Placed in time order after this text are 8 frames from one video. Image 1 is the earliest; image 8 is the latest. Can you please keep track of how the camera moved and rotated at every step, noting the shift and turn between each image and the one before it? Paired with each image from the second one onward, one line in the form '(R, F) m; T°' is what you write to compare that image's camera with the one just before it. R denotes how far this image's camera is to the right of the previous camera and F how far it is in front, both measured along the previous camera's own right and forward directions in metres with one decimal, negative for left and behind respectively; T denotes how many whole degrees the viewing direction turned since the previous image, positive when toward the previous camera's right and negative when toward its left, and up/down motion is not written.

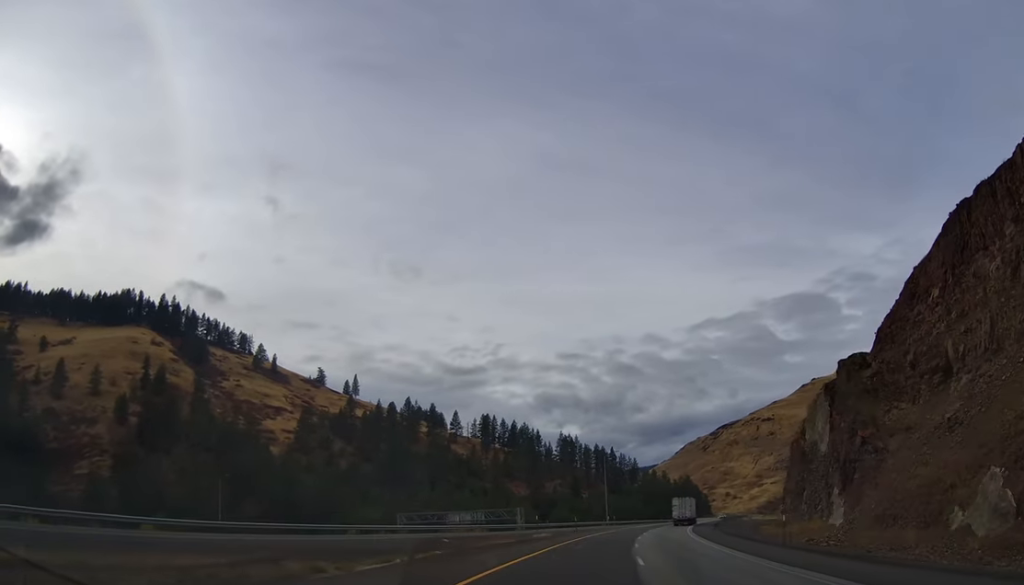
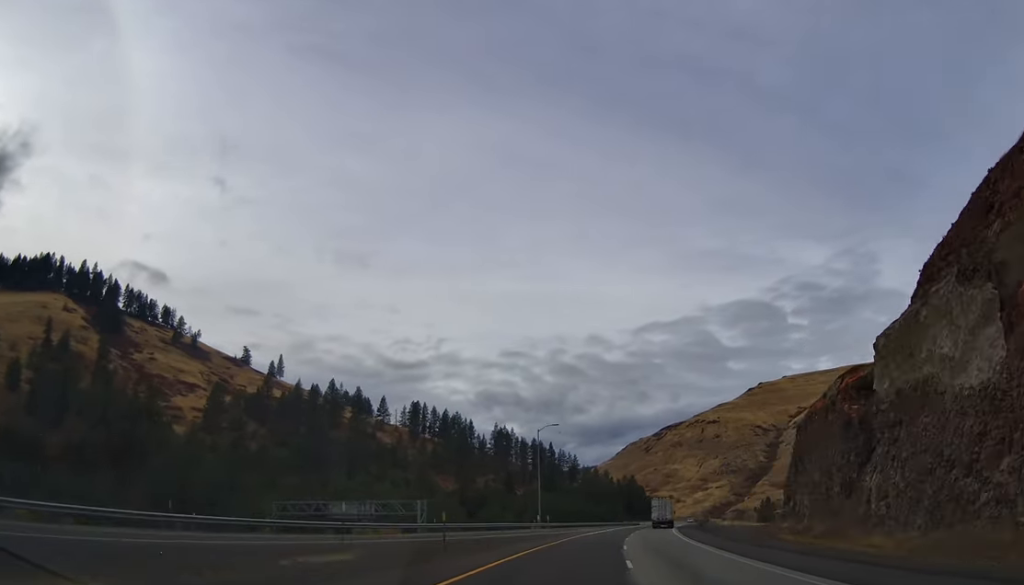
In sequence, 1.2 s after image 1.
(+1.8, +36.0) m; +5°
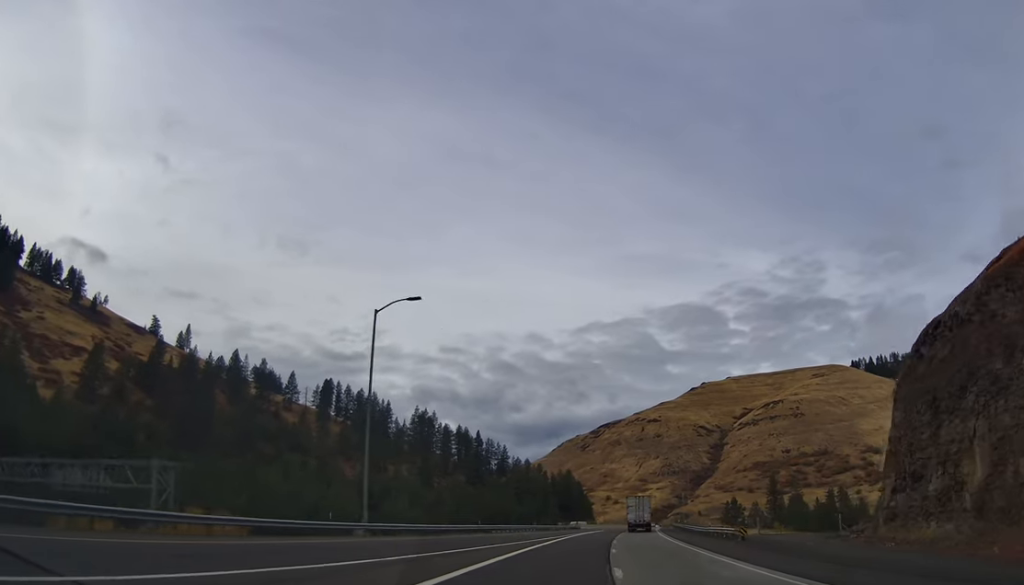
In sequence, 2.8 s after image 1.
(+3.2, +49.2) m; +7°
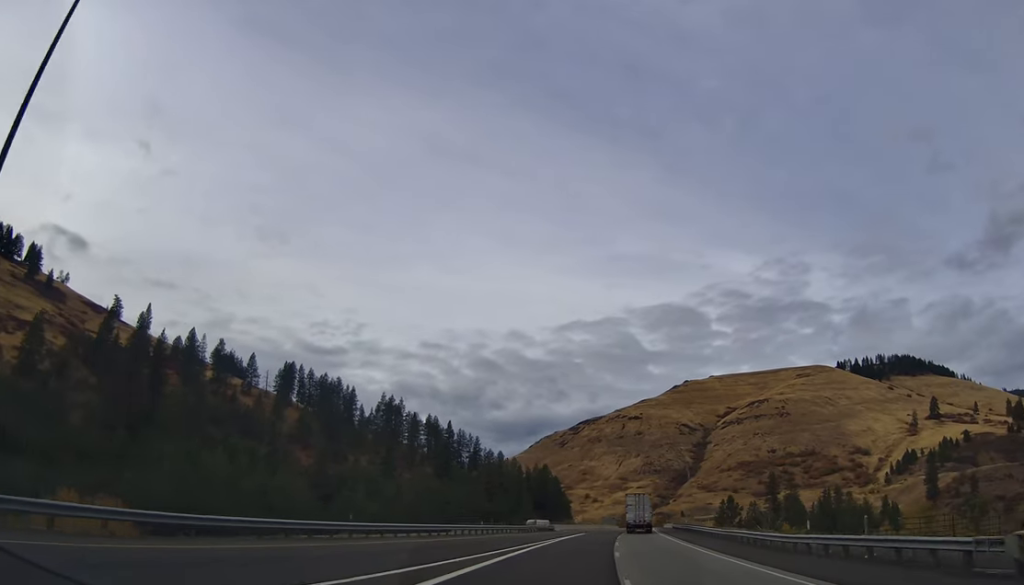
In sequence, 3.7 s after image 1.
(+0.9, +26.6) m; +3°
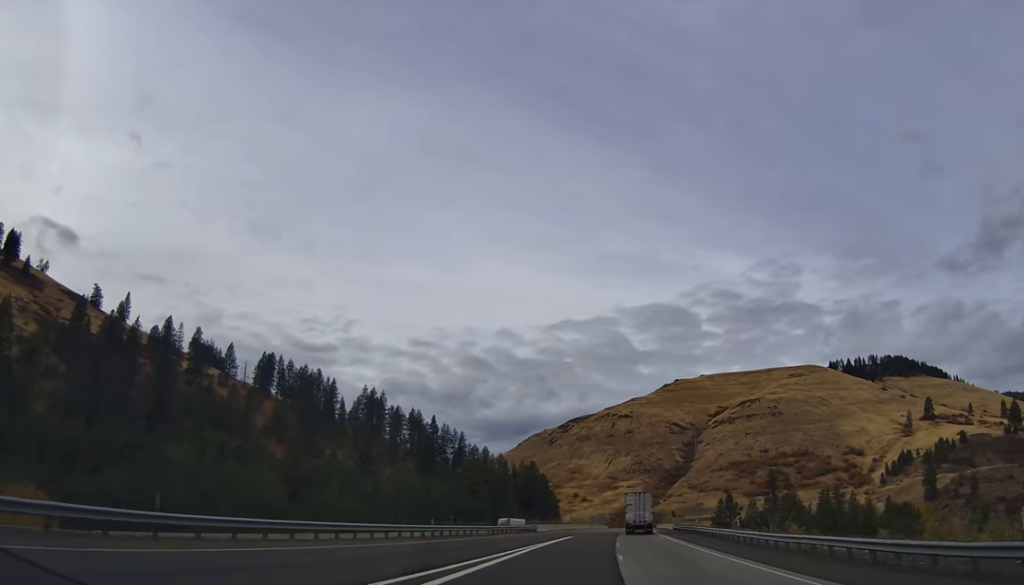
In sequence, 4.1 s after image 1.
(+0.2, +13.5) m; +1°
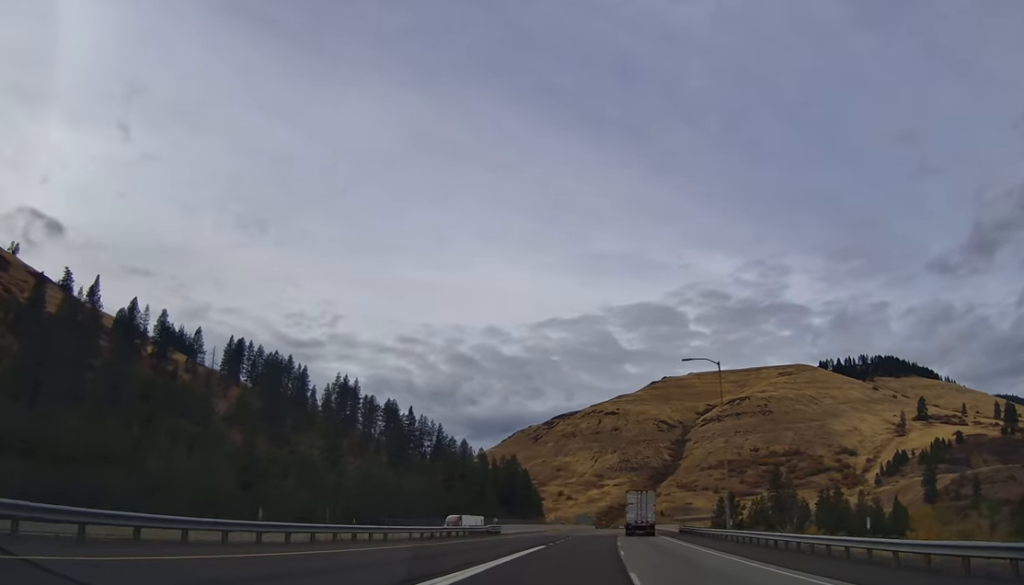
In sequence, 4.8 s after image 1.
(+0.4, +19.9) m; +2°
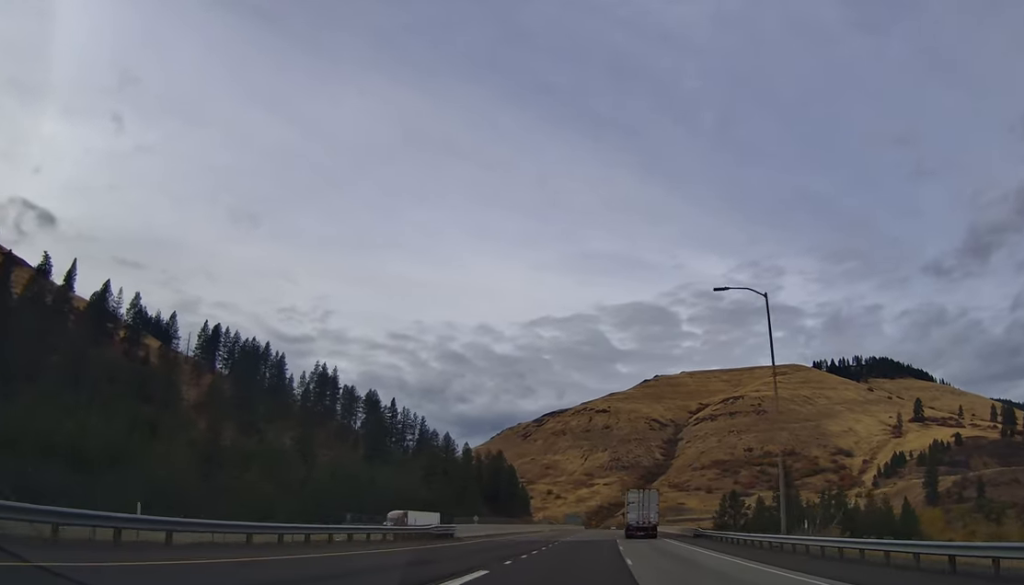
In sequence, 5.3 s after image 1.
(+0.3, +16.0) m; +1°
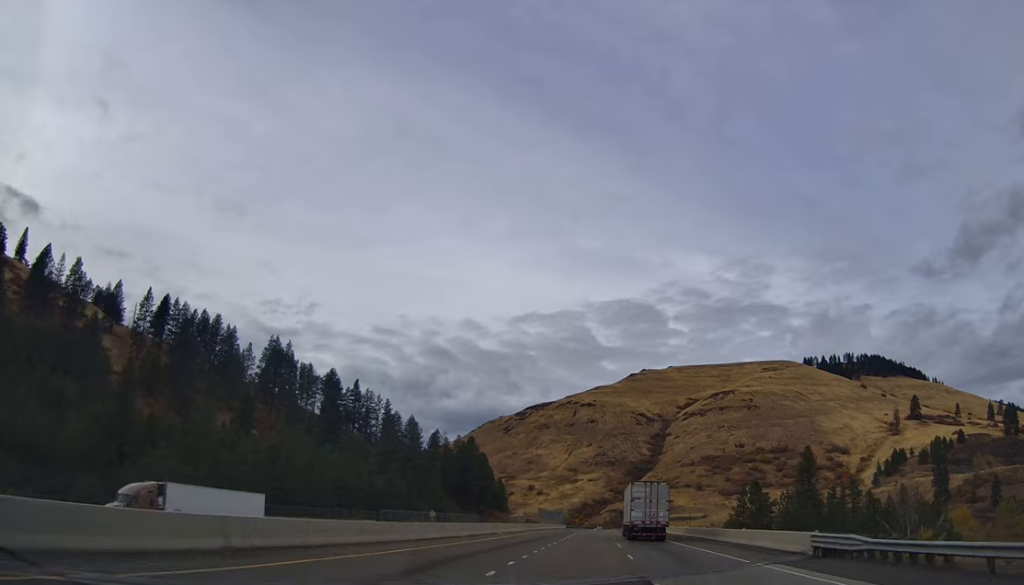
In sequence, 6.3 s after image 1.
(+0.5, +33.6) m; +2°
